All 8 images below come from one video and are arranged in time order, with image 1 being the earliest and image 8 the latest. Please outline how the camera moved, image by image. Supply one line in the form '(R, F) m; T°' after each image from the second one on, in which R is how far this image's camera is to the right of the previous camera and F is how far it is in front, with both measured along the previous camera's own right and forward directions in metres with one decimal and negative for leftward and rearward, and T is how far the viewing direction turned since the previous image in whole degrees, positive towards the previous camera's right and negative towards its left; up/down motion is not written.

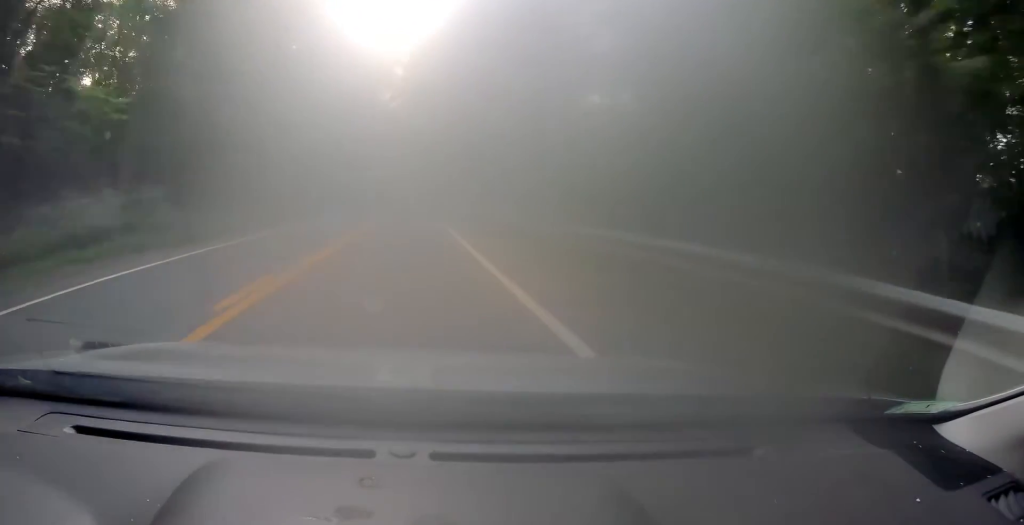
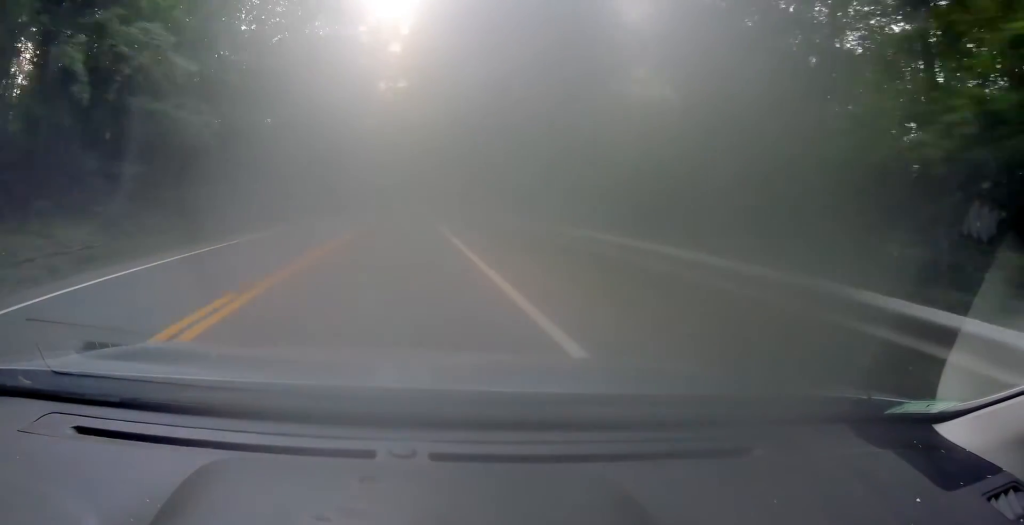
(+0.2, +13.7) m; 0°
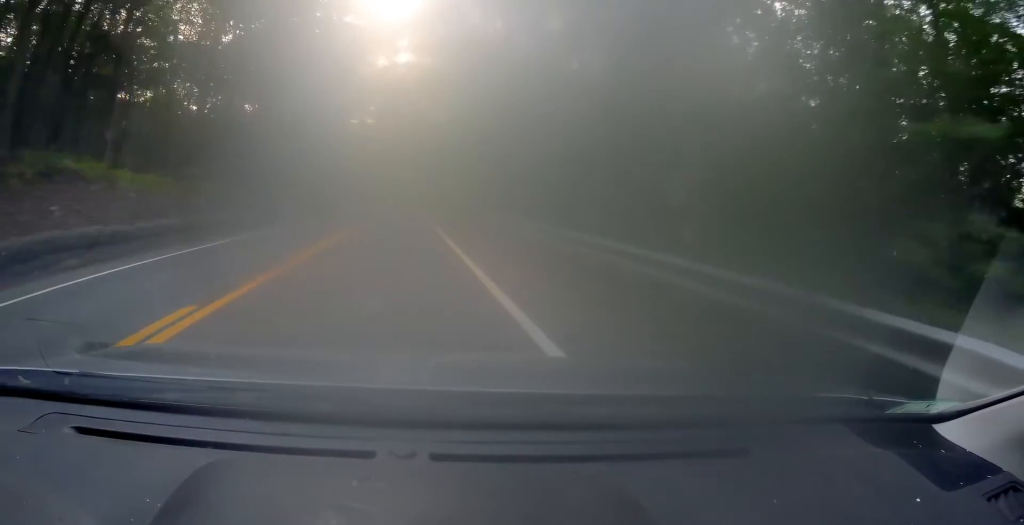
(-0.6, +25.6) m; -3°
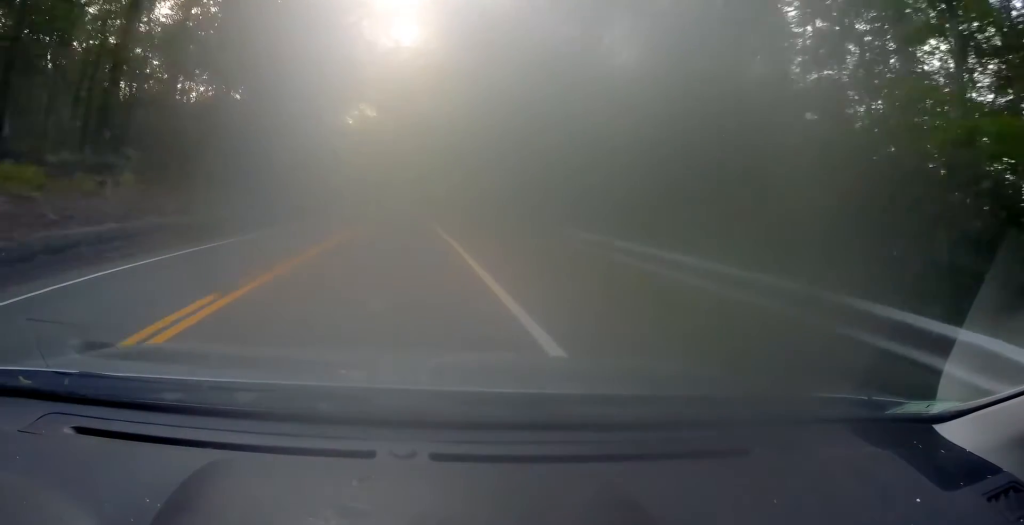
(-0.1, +11.2) m; -1°
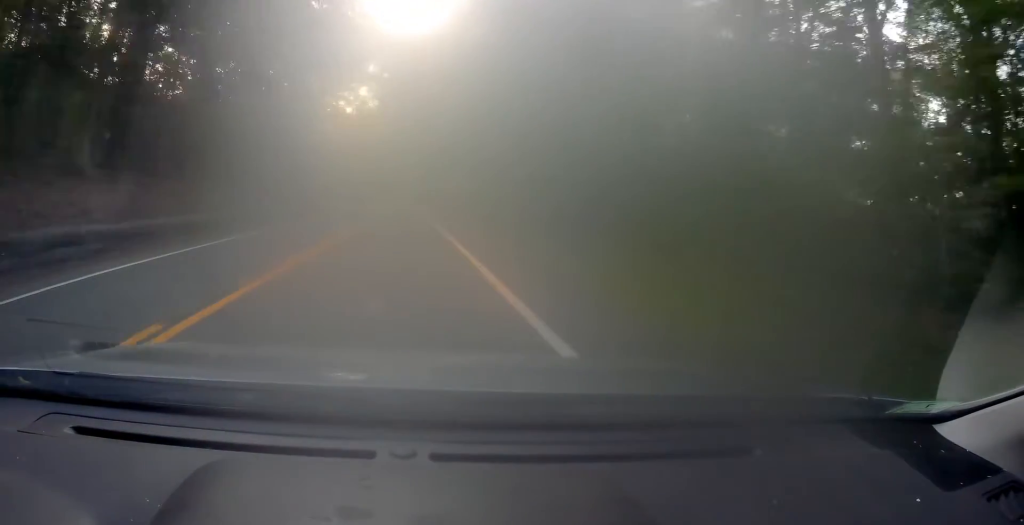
(-0.3, +13.4) m; 0°
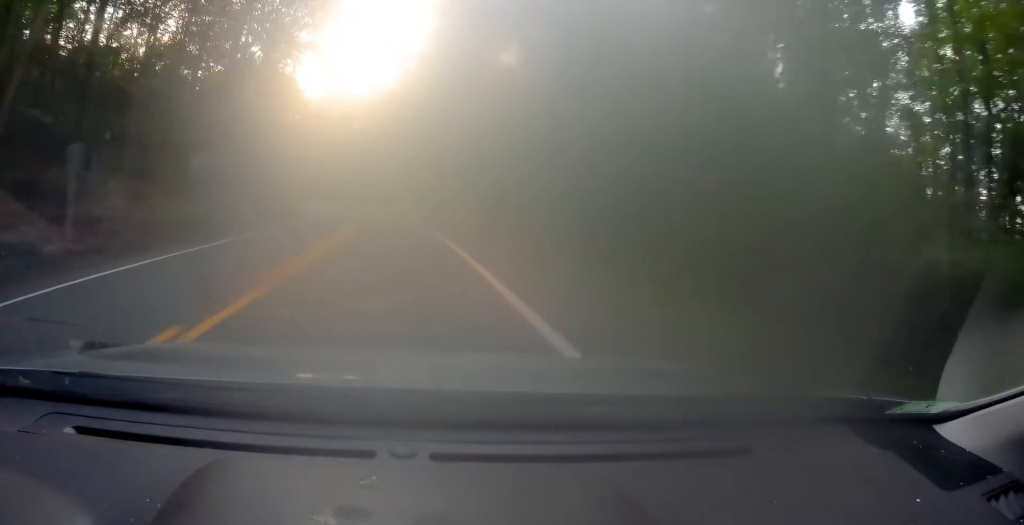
(+0.4, +38.6) m; 0°
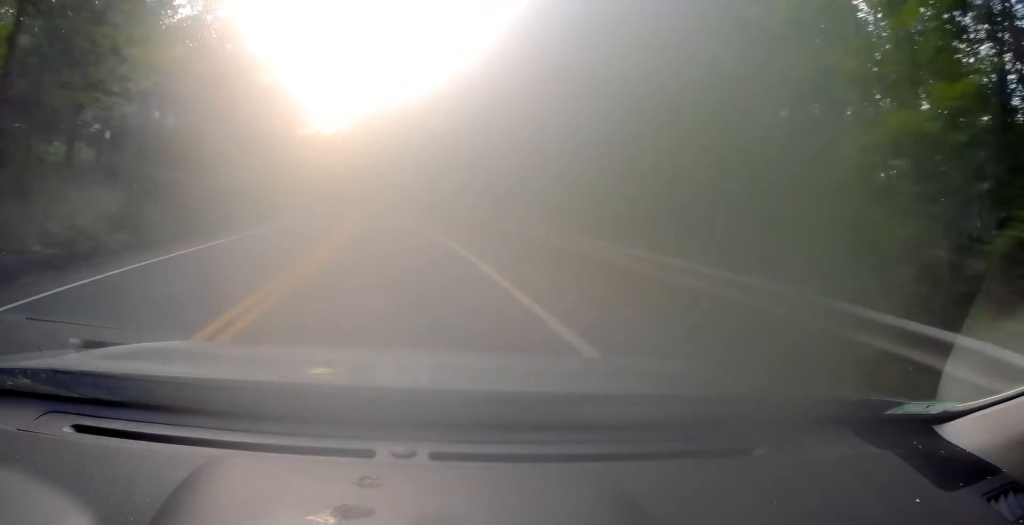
(-4.2, +52.1) m; -6°
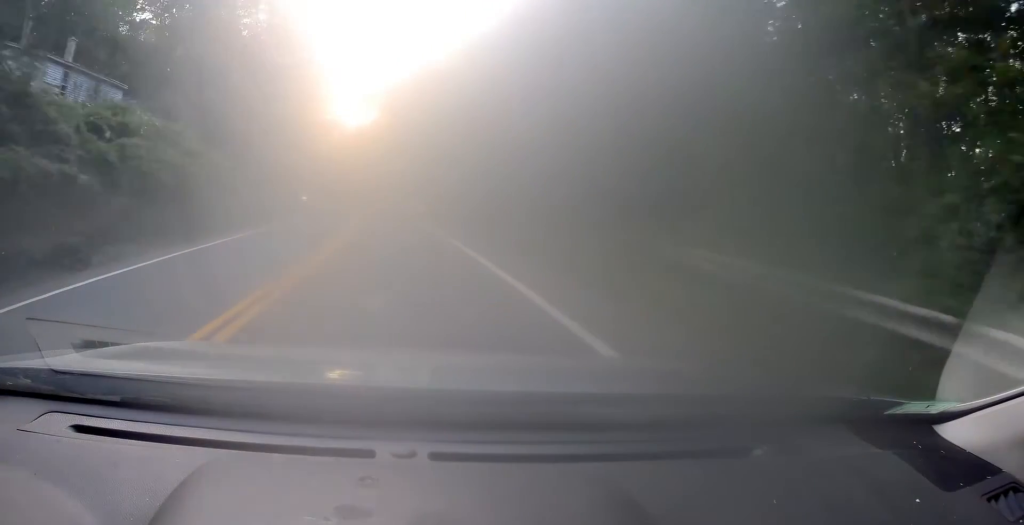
(0.0, +16.7) m; -1°
